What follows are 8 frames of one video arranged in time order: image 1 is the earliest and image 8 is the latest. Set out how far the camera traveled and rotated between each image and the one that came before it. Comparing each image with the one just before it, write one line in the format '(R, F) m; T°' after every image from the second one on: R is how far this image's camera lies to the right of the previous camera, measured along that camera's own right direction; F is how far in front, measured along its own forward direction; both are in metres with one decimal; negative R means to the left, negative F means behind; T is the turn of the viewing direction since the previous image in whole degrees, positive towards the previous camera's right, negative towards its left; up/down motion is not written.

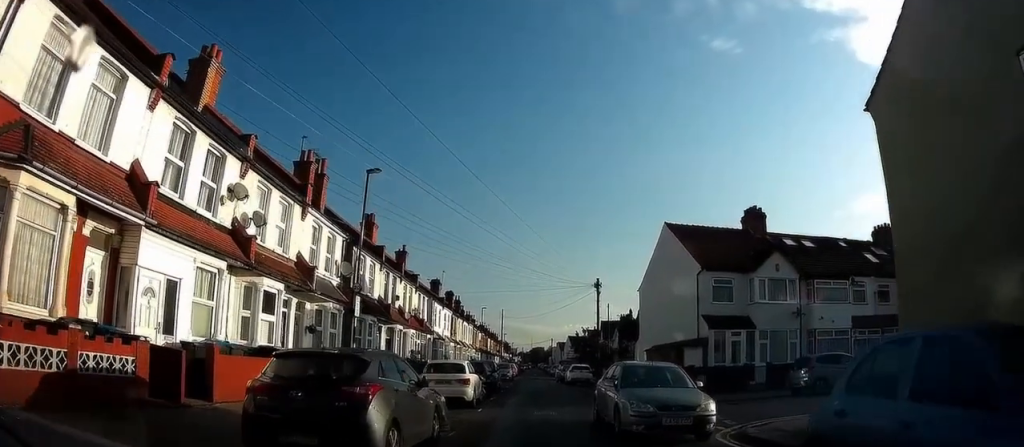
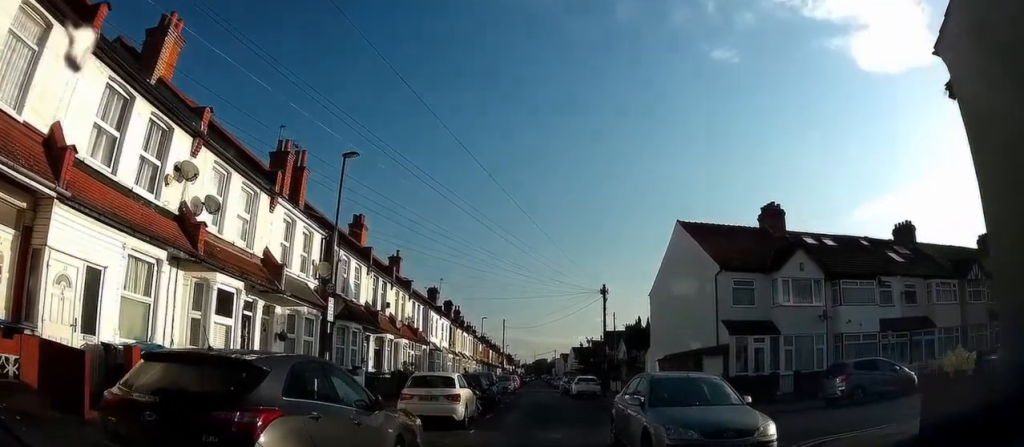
(+0.1, +2.9) m; +1°
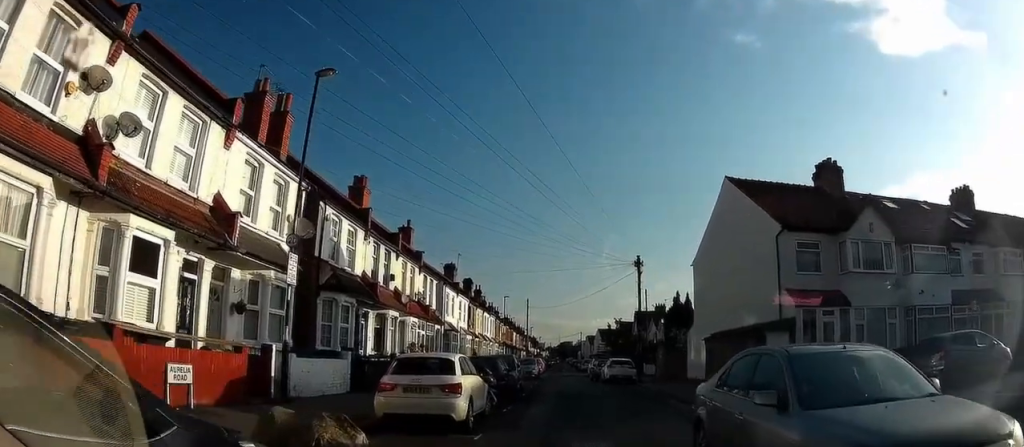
(0.0, +4.5) m; -1°
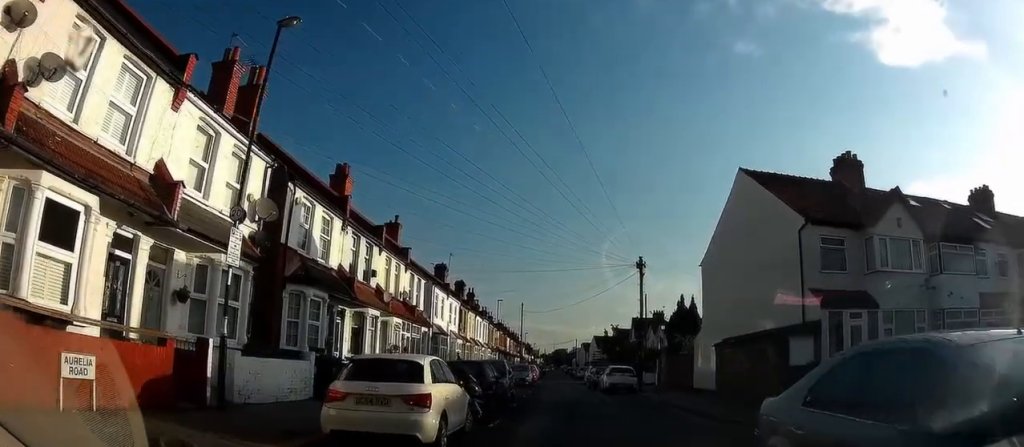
(-0.1, +2.3) m; -1°
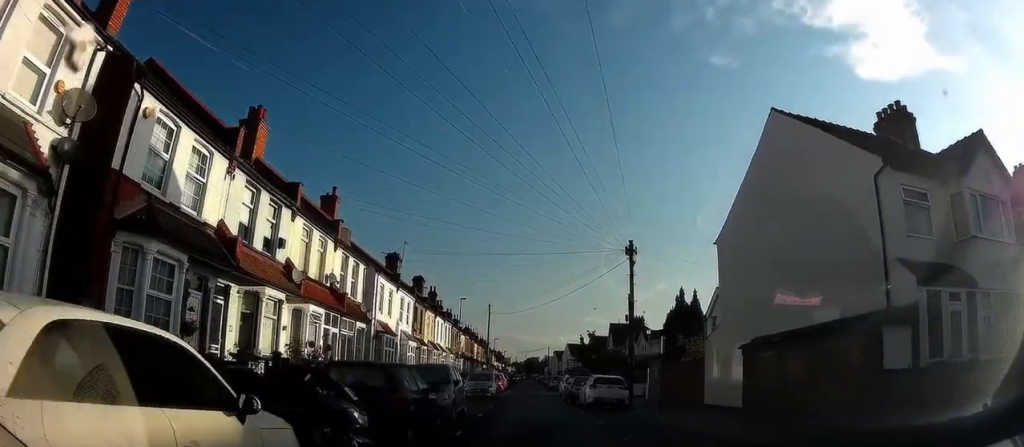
(0.0, +4.2) m; +1°
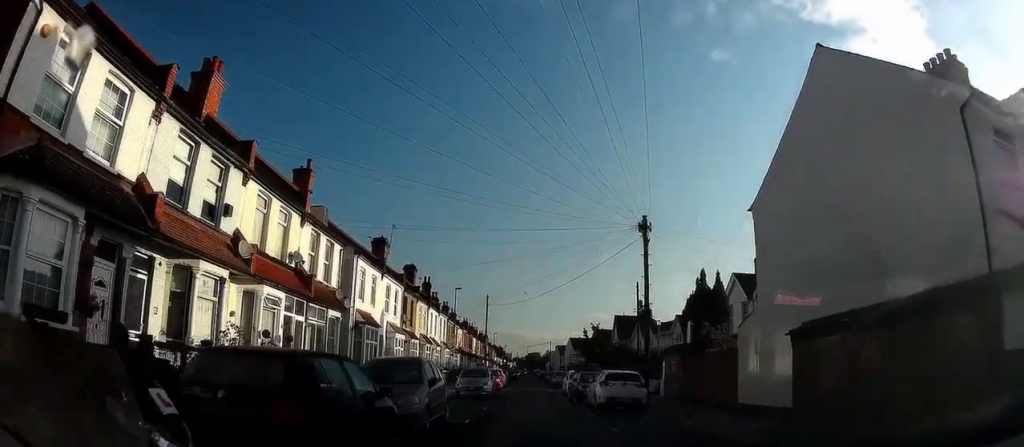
(0.0, +2.0) m; 0°
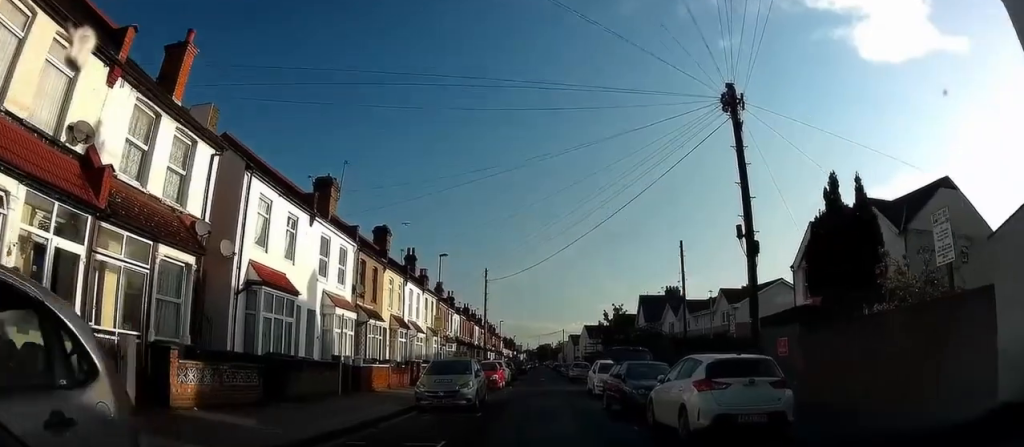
(-0.3, +11.3) m; -2°
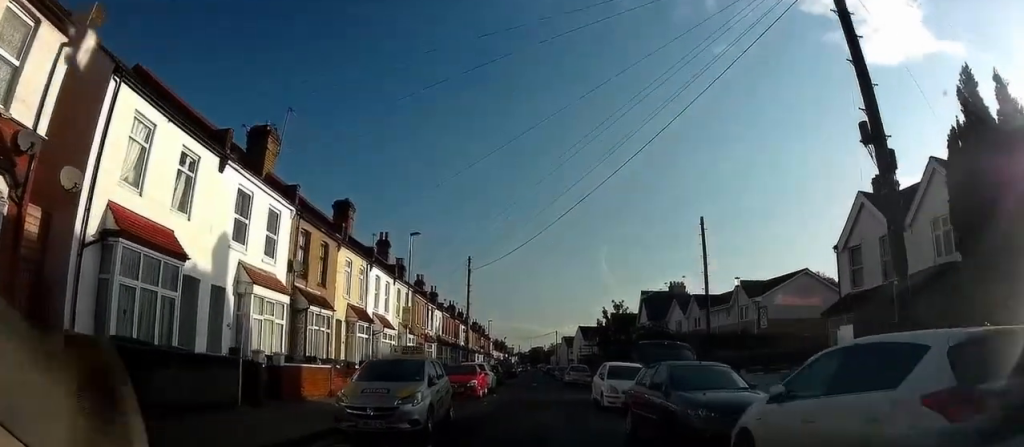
(+0.1, +5.9) m; +1°
